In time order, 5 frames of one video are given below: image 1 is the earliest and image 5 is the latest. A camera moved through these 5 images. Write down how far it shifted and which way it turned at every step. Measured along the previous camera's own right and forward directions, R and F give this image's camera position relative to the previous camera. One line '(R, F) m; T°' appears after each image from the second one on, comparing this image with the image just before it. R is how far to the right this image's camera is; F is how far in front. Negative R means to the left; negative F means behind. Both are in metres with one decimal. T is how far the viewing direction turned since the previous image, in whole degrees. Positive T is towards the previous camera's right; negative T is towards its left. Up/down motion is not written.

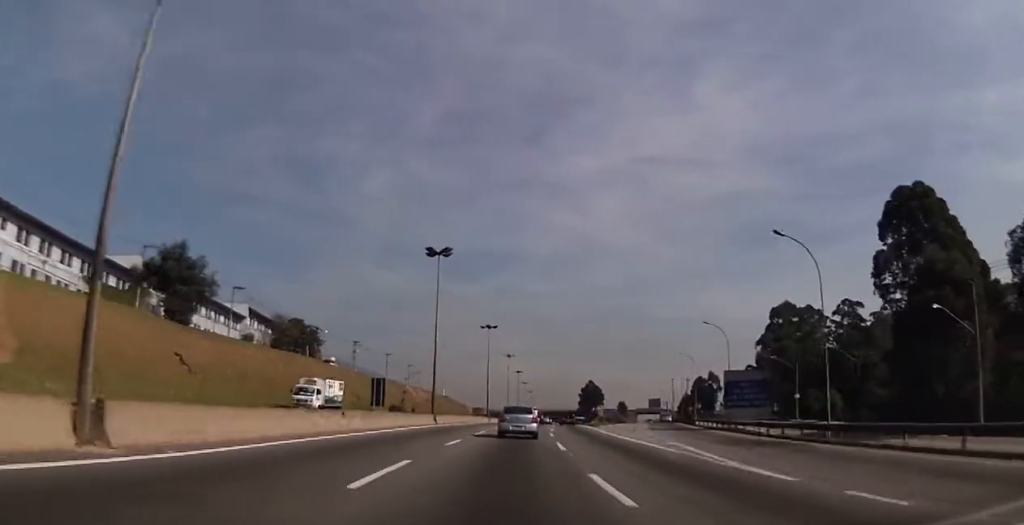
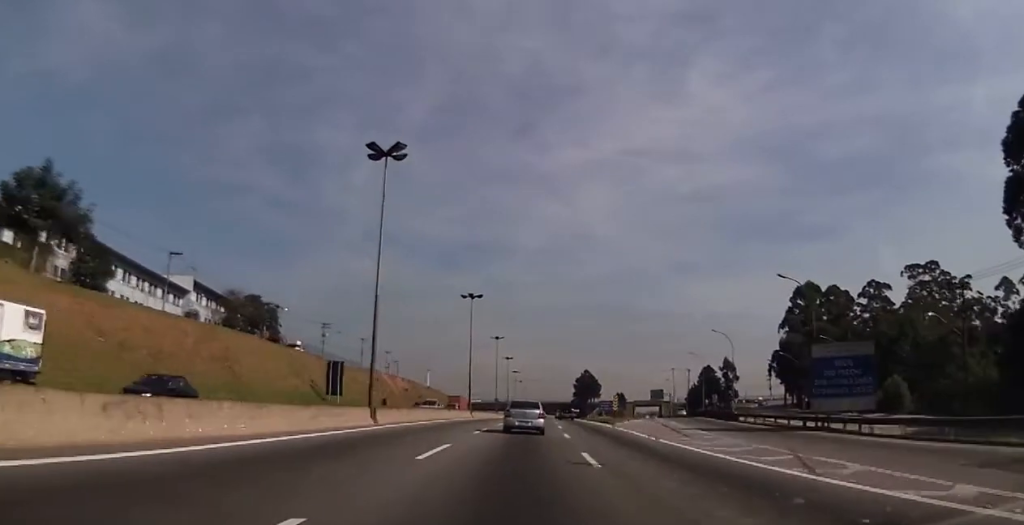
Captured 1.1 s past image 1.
(+0.4, +19.4) m; +2°
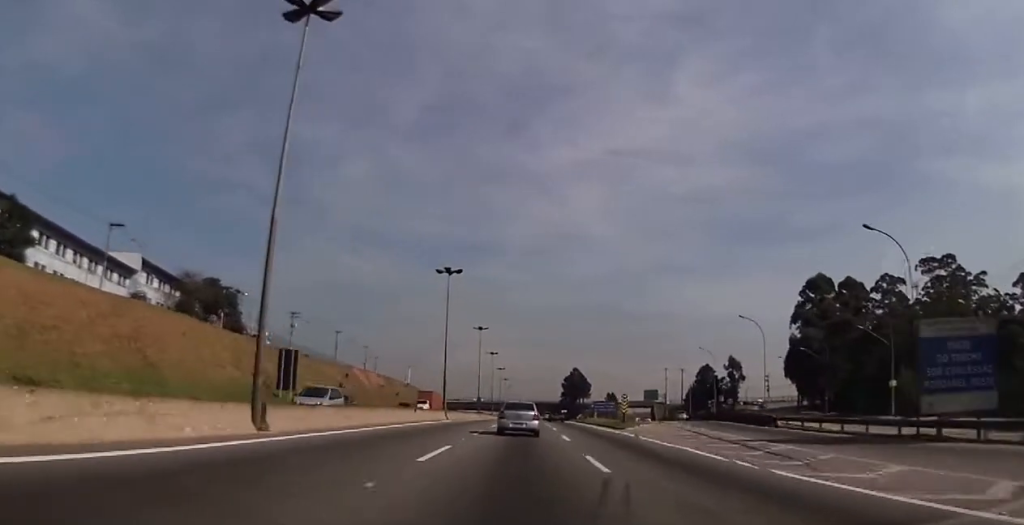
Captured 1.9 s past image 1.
(+0.1, +13.5) m; +1°
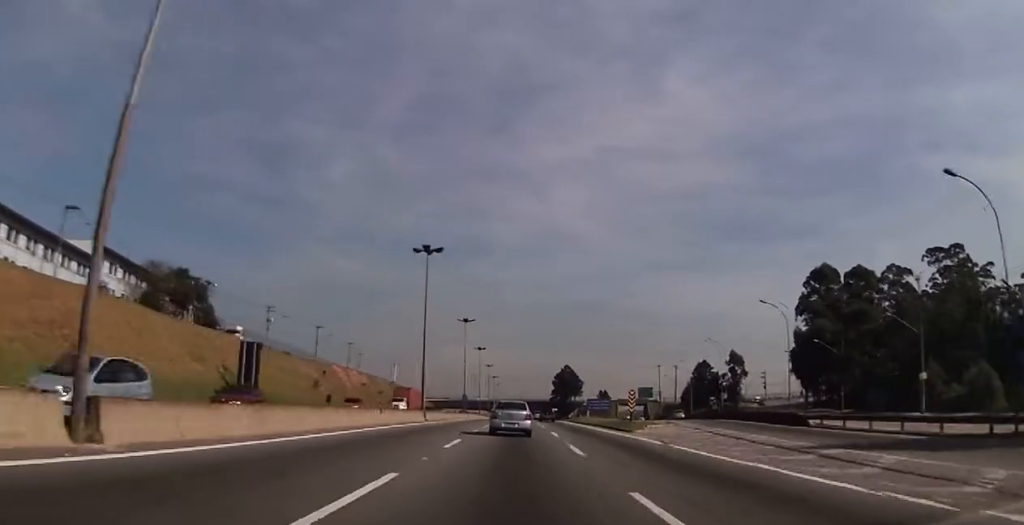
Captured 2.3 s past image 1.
(+0.1, +7.0) m; +1°
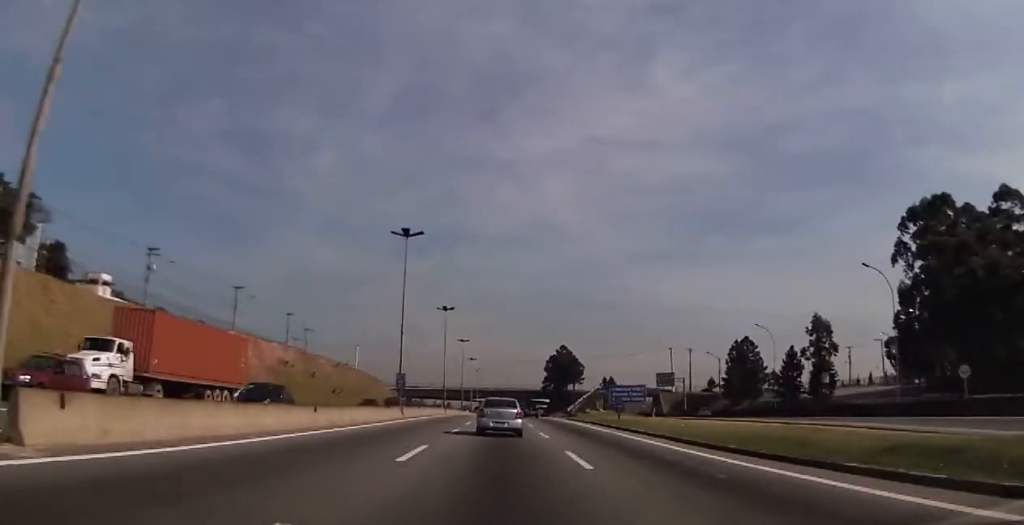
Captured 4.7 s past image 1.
(+1.0, +38.2) m; +2°
